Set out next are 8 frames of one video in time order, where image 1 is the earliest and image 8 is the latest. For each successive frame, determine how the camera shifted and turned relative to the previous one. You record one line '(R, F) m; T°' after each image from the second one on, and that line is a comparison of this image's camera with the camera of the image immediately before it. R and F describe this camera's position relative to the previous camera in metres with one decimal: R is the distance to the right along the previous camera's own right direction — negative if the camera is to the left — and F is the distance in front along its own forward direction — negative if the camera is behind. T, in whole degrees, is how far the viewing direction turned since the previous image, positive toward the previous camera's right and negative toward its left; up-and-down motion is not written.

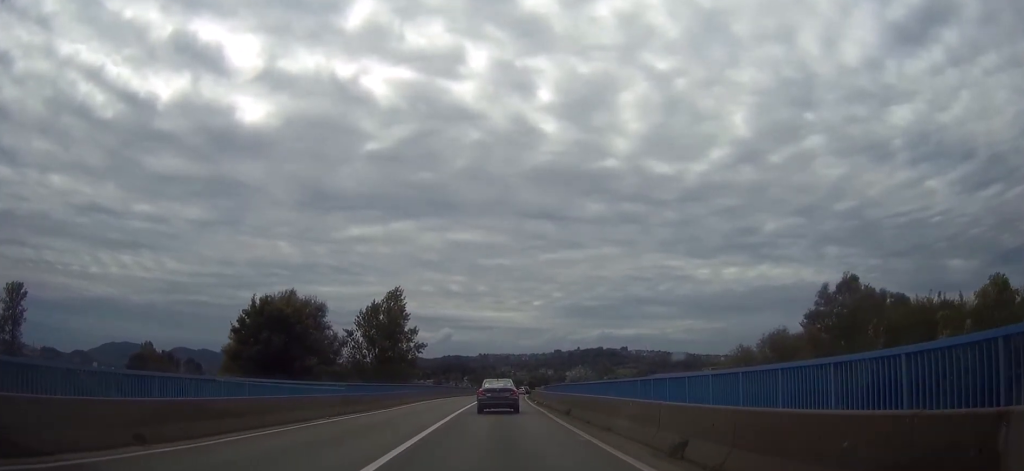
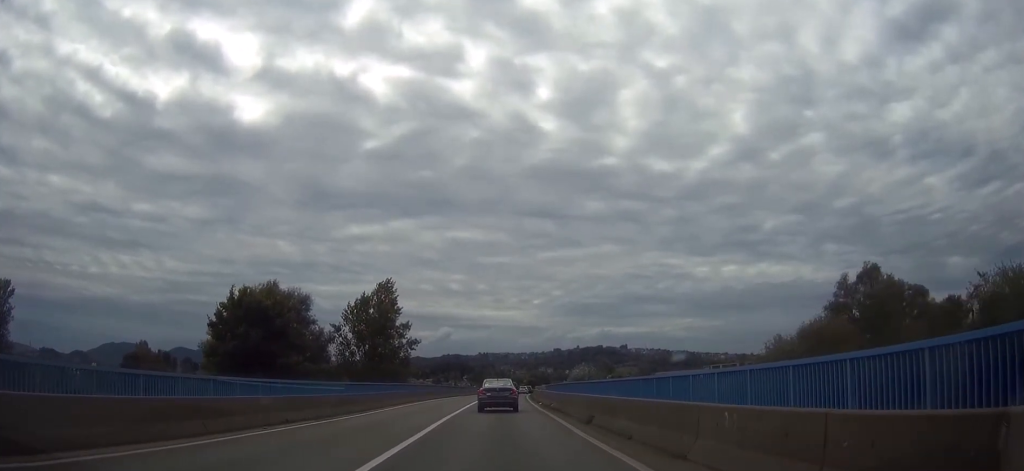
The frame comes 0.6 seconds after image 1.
(-0.1, +6.5) m; 0°
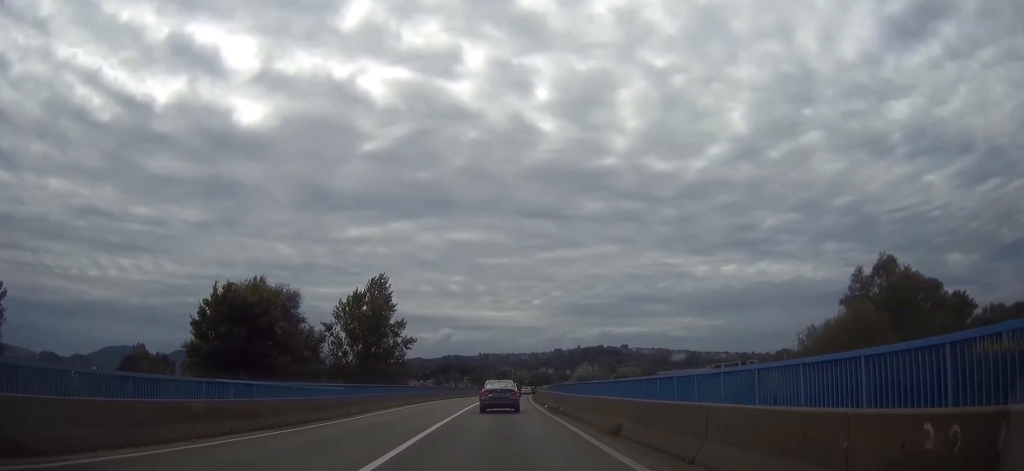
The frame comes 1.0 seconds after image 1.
(+0.1, +4.5) m; 0°
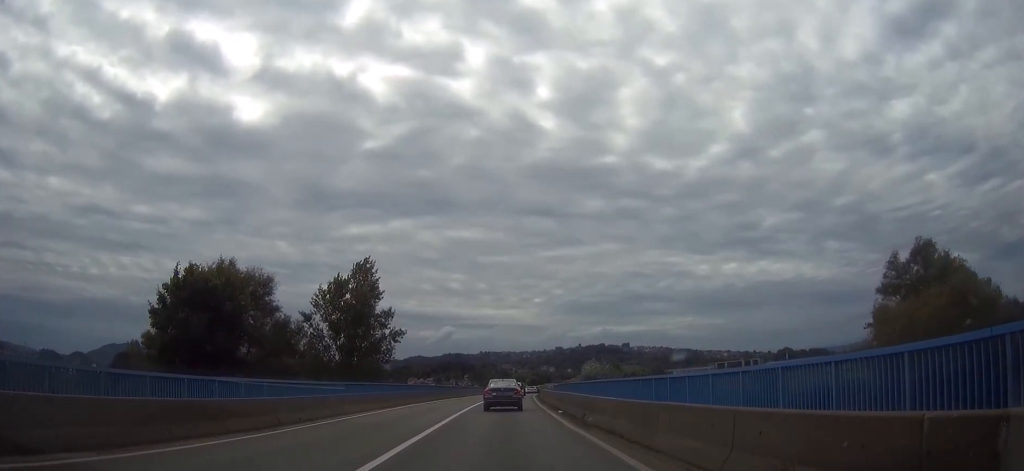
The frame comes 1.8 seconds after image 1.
(0.0, +9.1) m; 0°
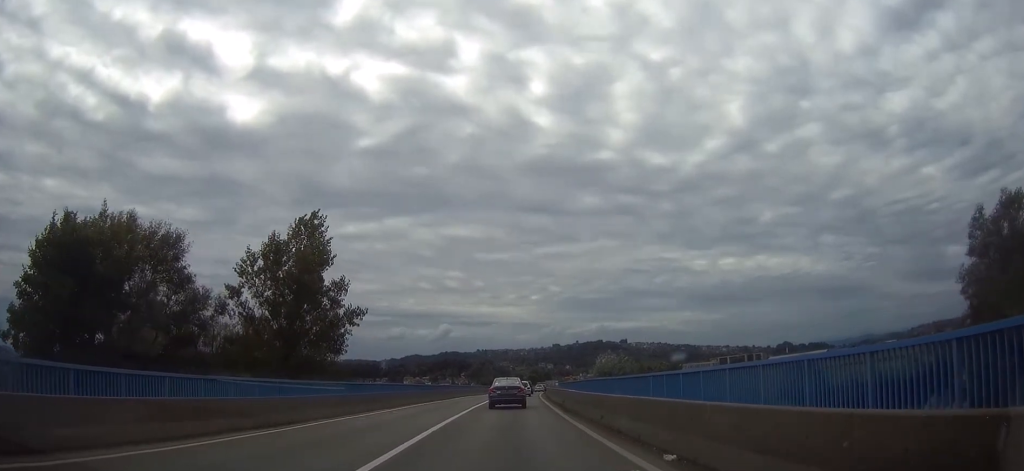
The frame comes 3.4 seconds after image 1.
(-0.1, +18.8) m; 0°
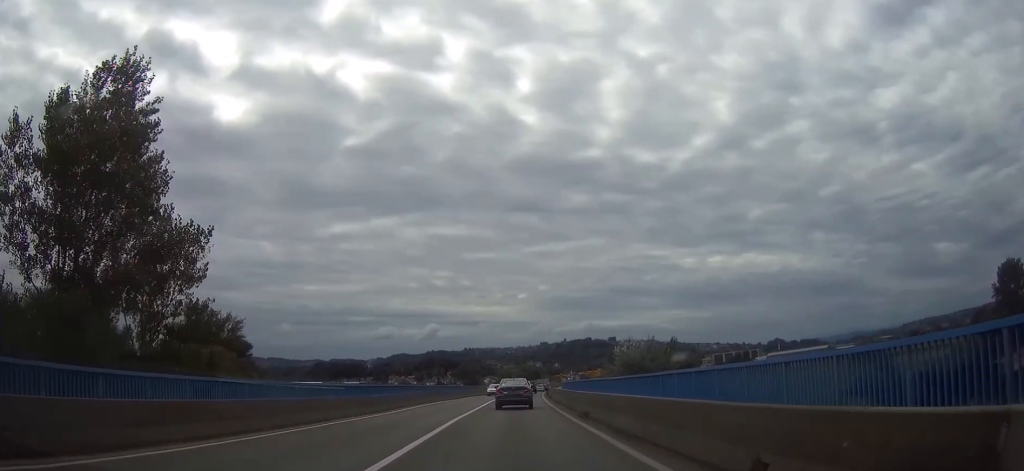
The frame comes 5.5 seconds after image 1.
(+0.2, +27.3) m; +1°
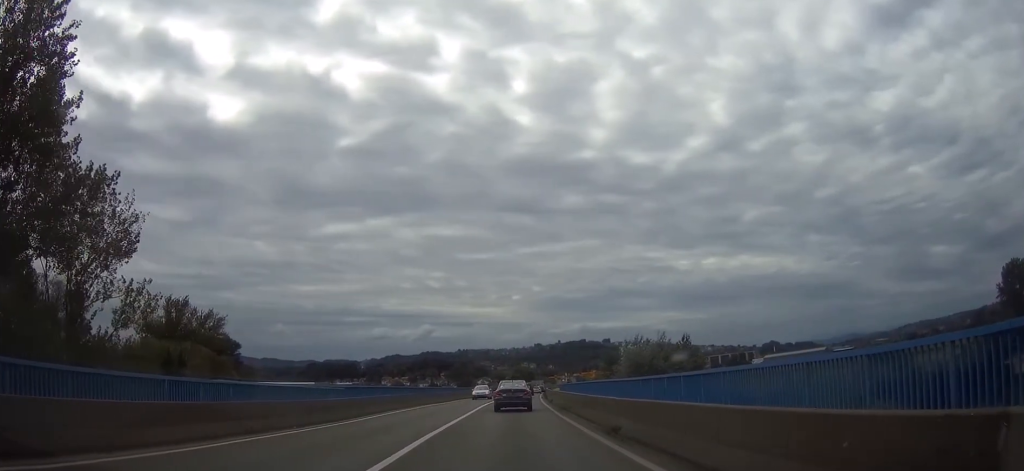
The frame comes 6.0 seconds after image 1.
(0.0, +7.0) m; 0°
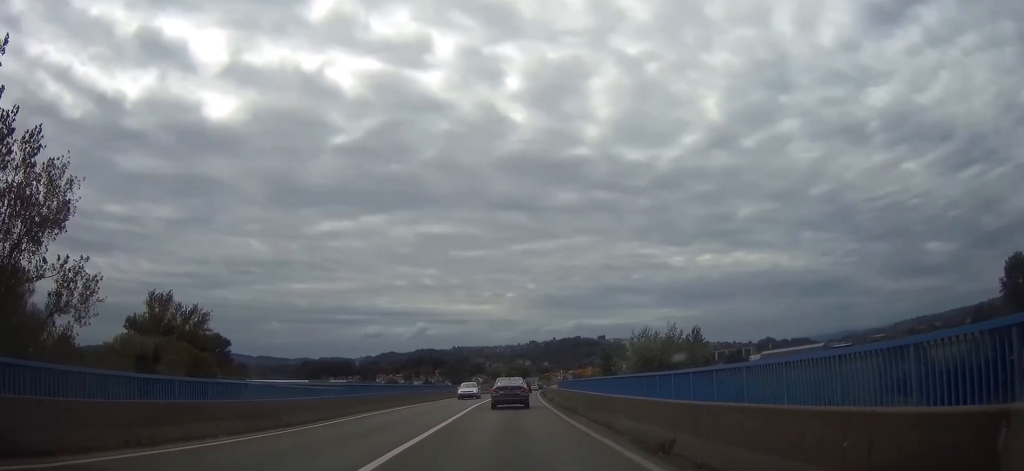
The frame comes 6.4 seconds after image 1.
(-0.1, +5.2) m; 0°
